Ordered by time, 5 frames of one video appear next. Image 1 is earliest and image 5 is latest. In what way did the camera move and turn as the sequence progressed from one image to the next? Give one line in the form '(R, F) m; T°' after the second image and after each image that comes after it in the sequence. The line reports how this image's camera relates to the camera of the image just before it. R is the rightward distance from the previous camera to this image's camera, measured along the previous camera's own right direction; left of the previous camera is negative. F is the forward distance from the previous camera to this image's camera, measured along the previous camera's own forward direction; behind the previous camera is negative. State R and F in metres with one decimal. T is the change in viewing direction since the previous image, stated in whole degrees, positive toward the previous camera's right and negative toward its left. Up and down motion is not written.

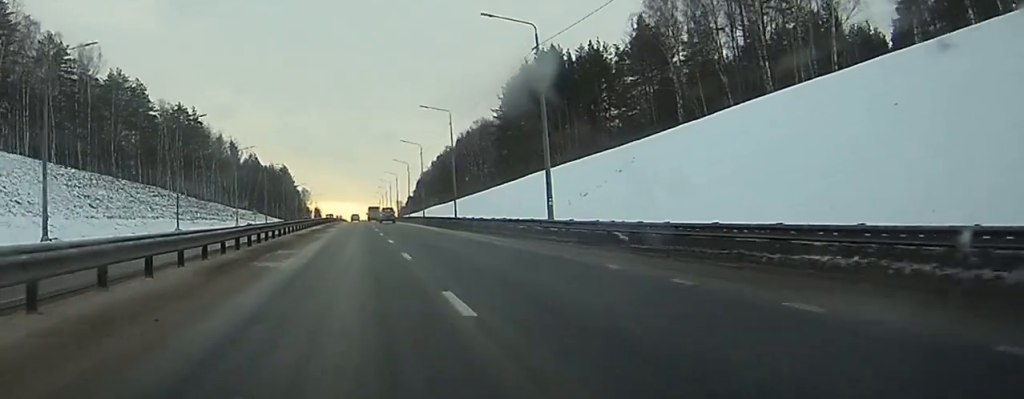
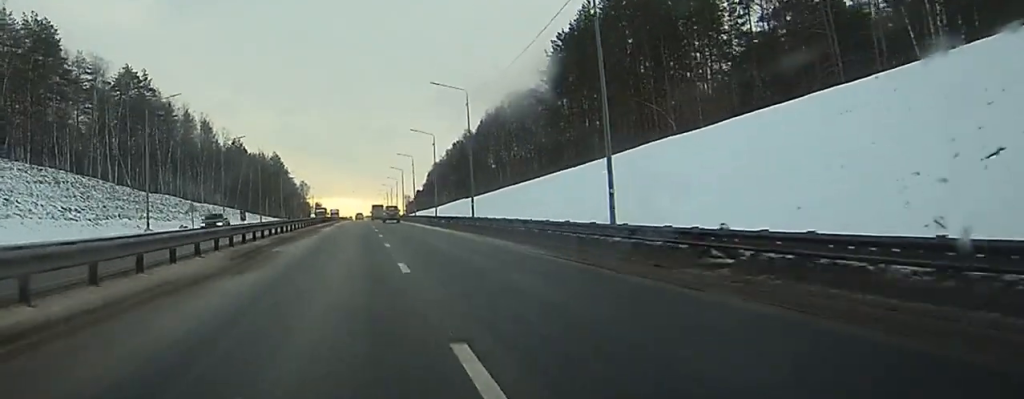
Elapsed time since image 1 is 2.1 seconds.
(+0.2, +53.2) m; 0°
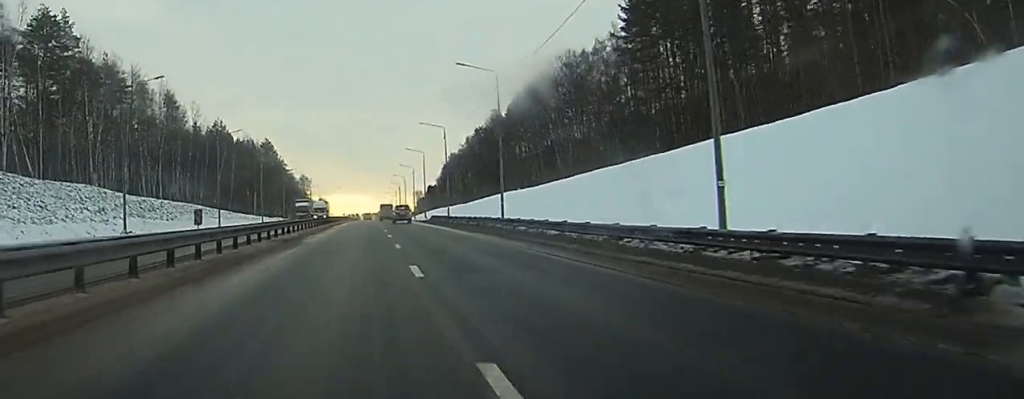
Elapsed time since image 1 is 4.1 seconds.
(-0.4, +49.8) m; -1°
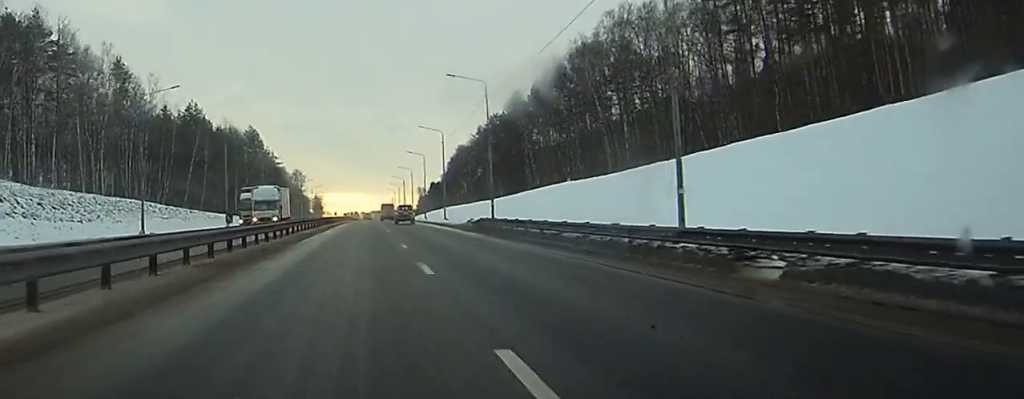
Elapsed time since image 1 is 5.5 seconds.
(+0.1, +37.0) m; +3°
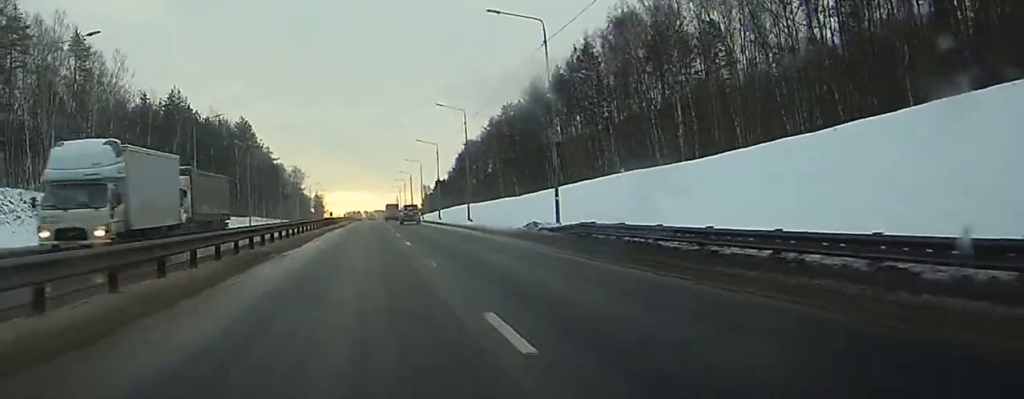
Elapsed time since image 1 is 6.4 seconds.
(+0.9, +22.9) m; +2°
